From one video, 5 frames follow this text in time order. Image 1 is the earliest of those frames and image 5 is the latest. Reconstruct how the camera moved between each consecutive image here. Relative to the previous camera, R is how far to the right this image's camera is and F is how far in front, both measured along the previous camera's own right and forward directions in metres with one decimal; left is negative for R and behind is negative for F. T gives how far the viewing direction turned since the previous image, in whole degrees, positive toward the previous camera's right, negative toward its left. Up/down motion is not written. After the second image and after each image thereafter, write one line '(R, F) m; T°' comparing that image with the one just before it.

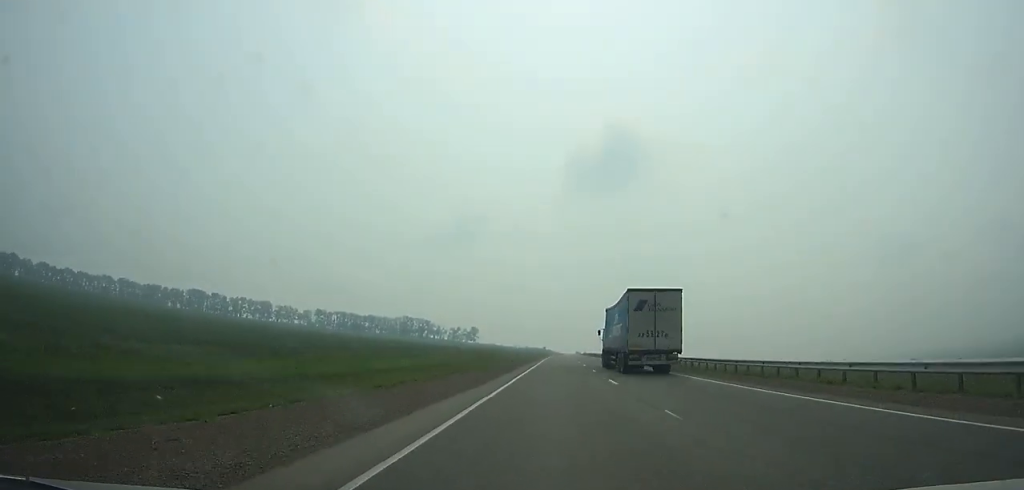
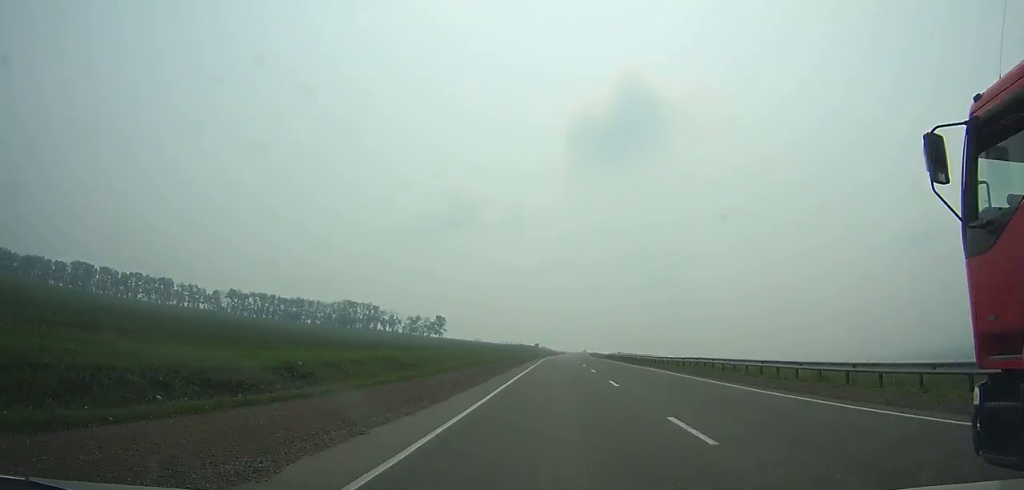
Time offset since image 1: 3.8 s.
(+1.0, +130.3) m; +1°
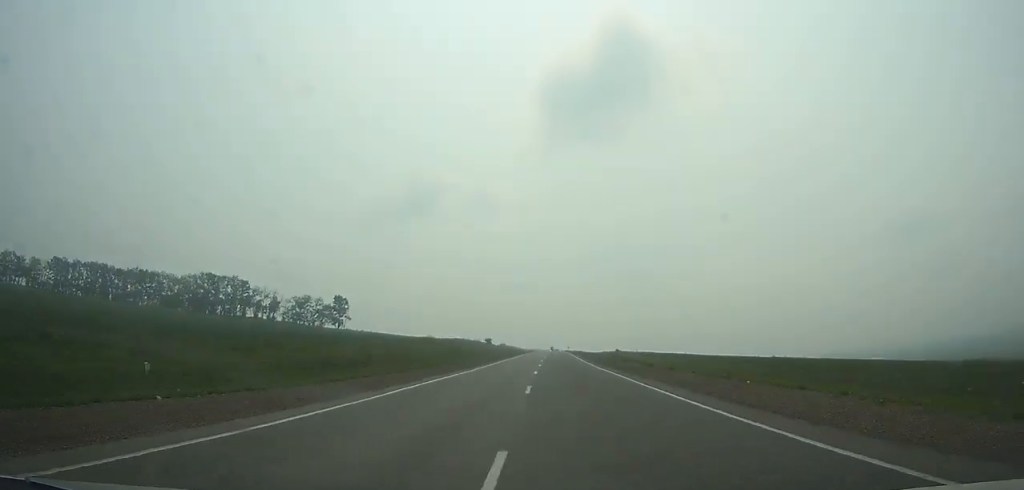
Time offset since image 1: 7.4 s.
(+1.2, +120.6) m; +1°
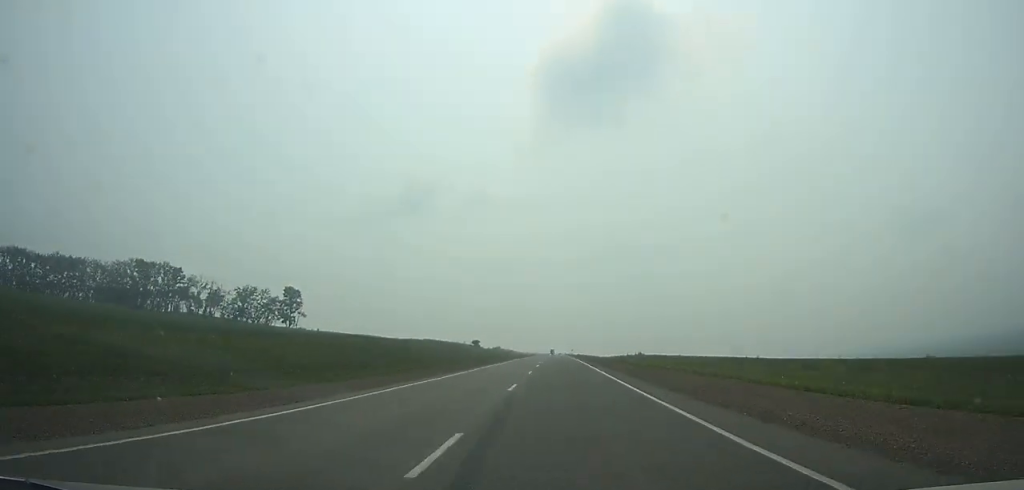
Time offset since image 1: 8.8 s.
(-0.1, +46.1) m; 0°
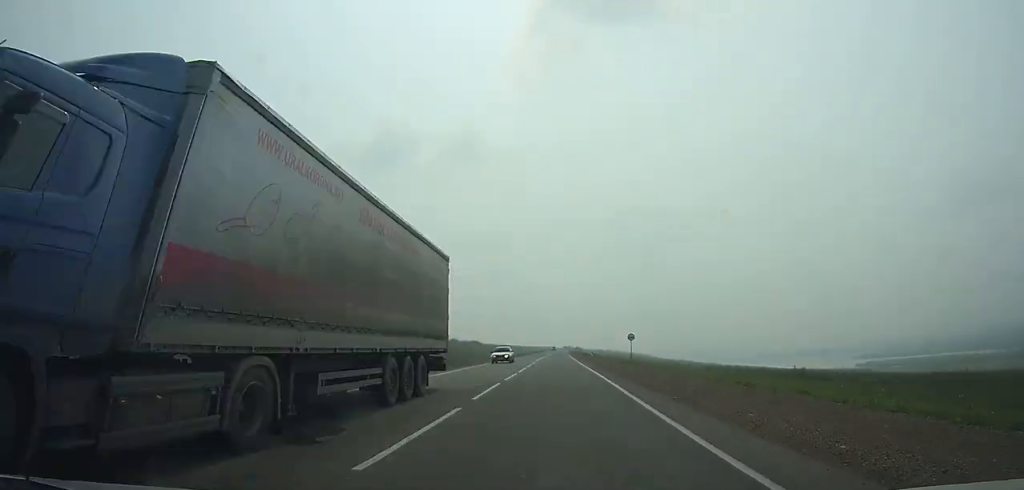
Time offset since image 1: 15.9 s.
(+1.7, +225.7) m; +1°
